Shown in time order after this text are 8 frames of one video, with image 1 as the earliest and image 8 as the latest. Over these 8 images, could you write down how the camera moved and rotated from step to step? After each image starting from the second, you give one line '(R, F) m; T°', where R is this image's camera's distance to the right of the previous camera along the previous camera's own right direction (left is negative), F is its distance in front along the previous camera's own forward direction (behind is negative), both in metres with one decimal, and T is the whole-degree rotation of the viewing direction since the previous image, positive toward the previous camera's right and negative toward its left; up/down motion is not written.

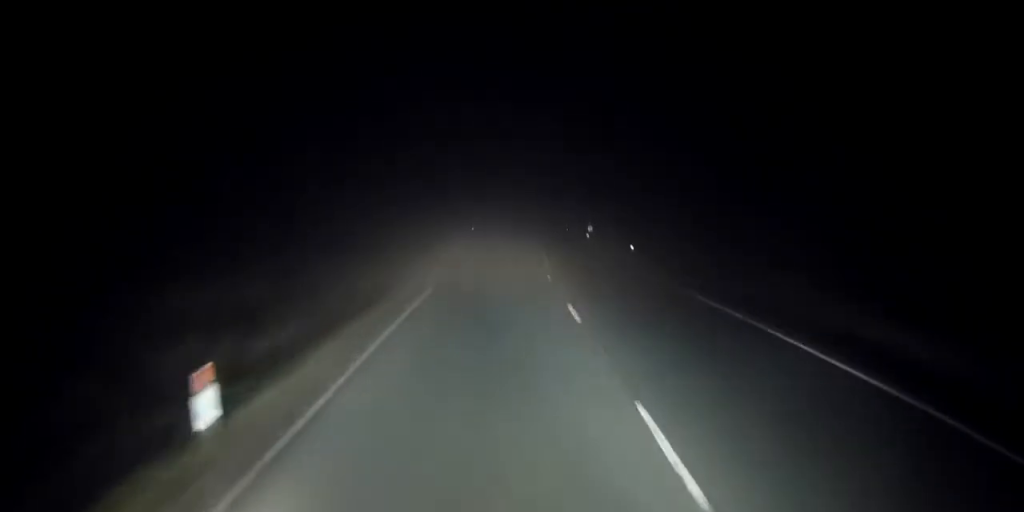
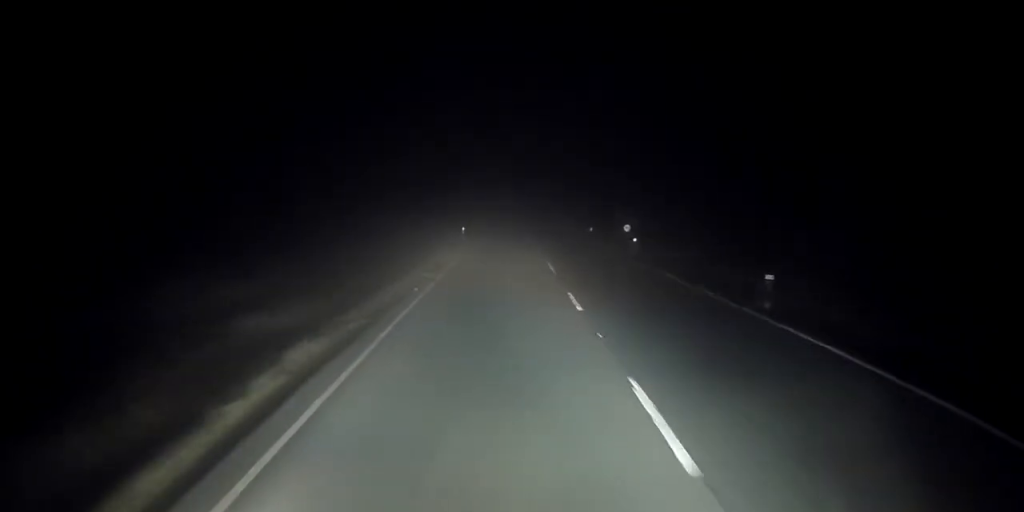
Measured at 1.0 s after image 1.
(0.0, +17.1) m; 0°
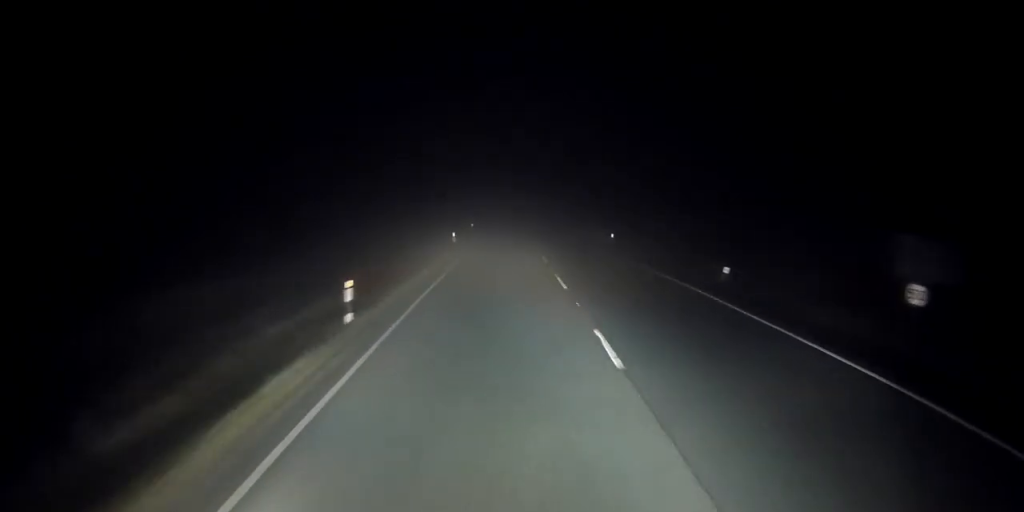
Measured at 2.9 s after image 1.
(+0.1, +32.1) m; 0°
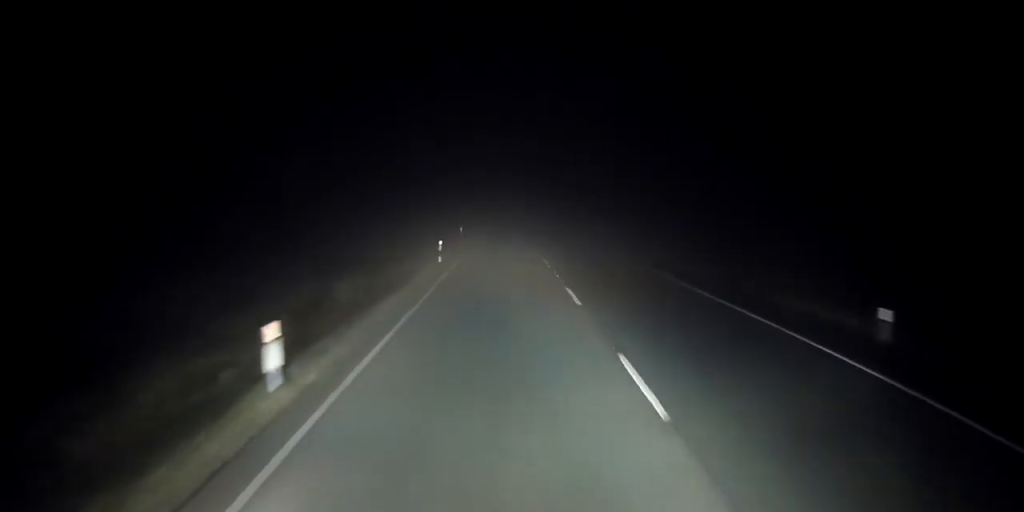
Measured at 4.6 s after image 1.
(0.0, +29.4) m; 0°
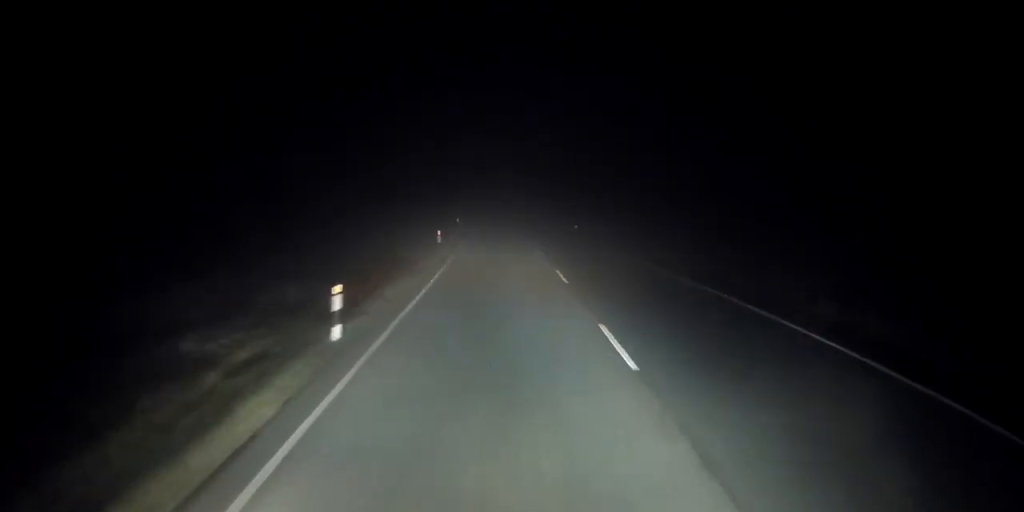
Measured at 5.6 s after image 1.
(0.0, +17.3) m; 0°
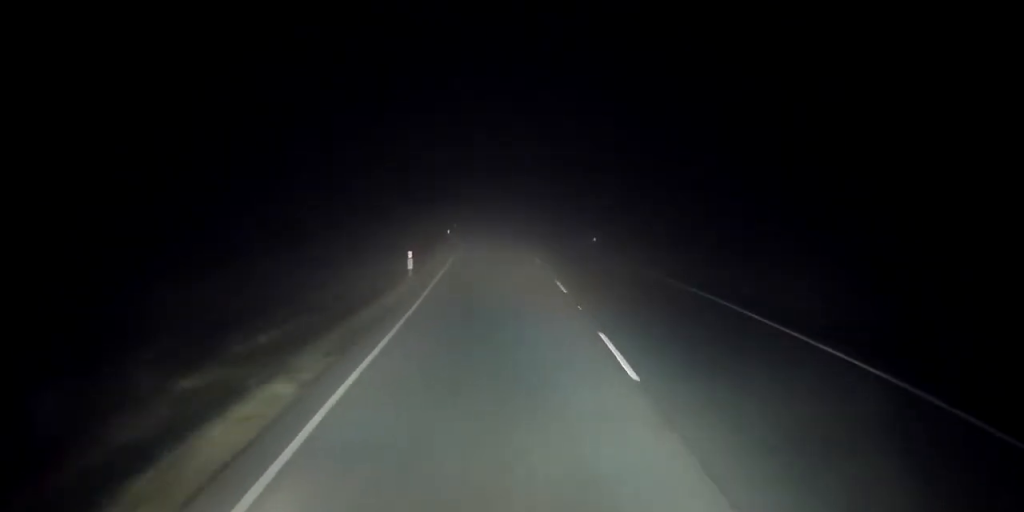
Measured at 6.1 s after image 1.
(0.0, +9.7) m; 0°
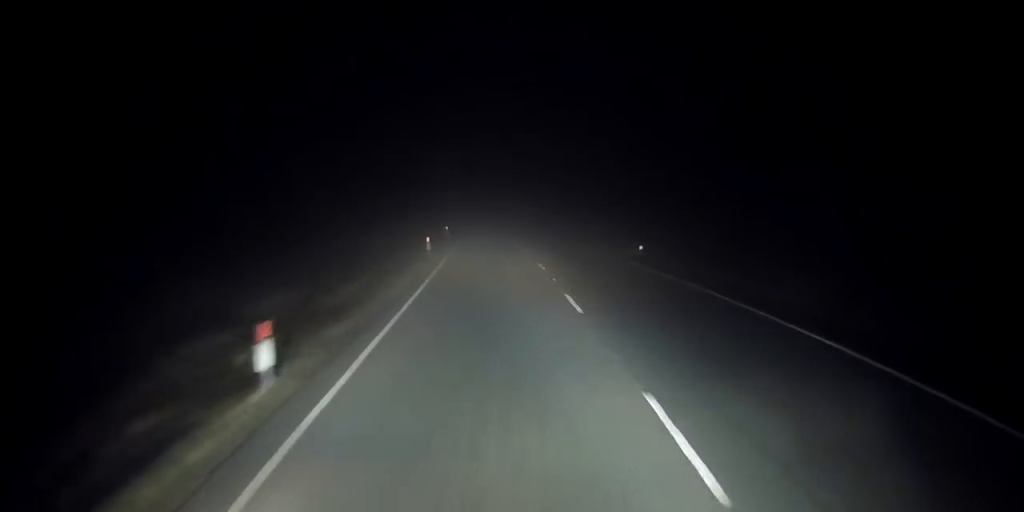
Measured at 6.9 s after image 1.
(-0.1, +13.2) m; -1°
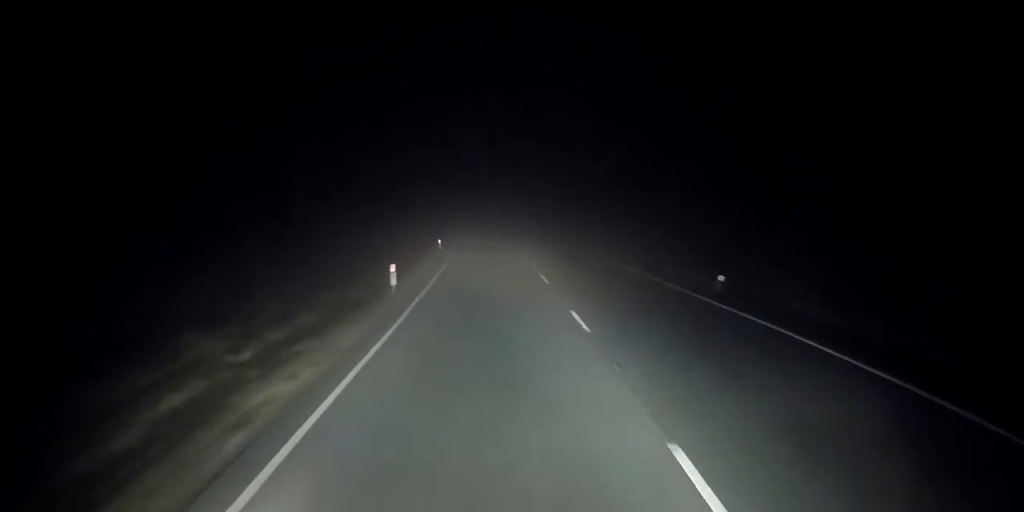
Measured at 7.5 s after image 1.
(0.0, +10.3) m; -1°
